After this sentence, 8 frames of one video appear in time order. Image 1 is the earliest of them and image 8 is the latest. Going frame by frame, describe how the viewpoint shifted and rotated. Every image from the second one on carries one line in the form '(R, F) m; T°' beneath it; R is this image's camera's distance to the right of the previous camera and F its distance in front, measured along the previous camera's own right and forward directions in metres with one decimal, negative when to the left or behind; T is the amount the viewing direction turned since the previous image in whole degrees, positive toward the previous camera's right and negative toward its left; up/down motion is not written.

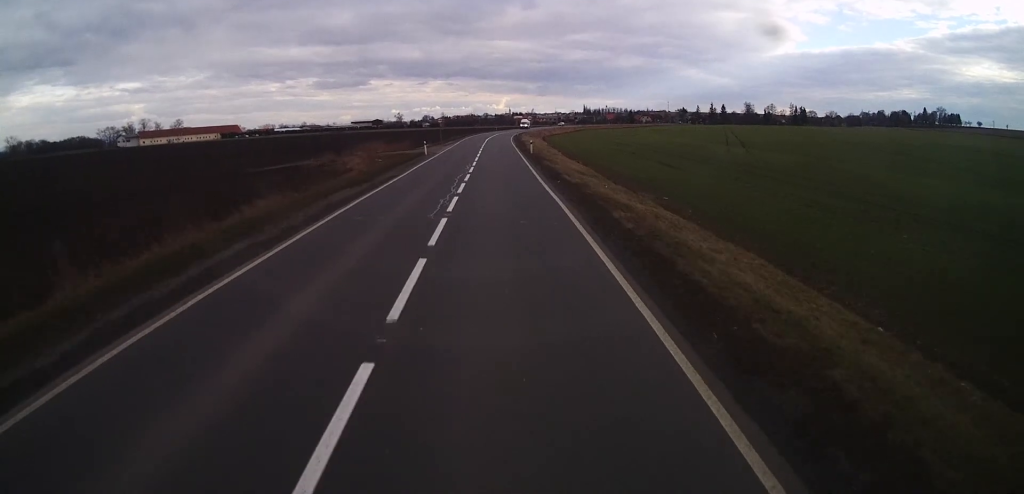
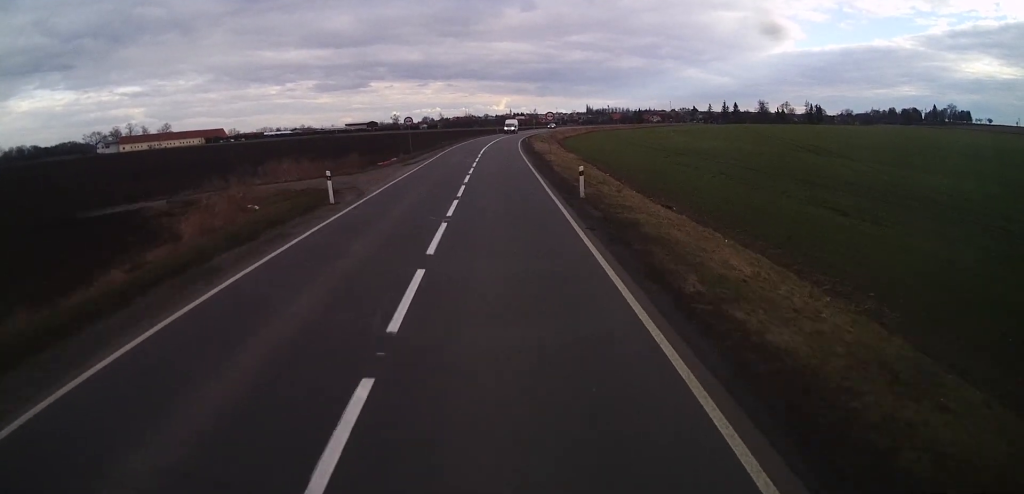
(-0.1, +27.3) m; +1°
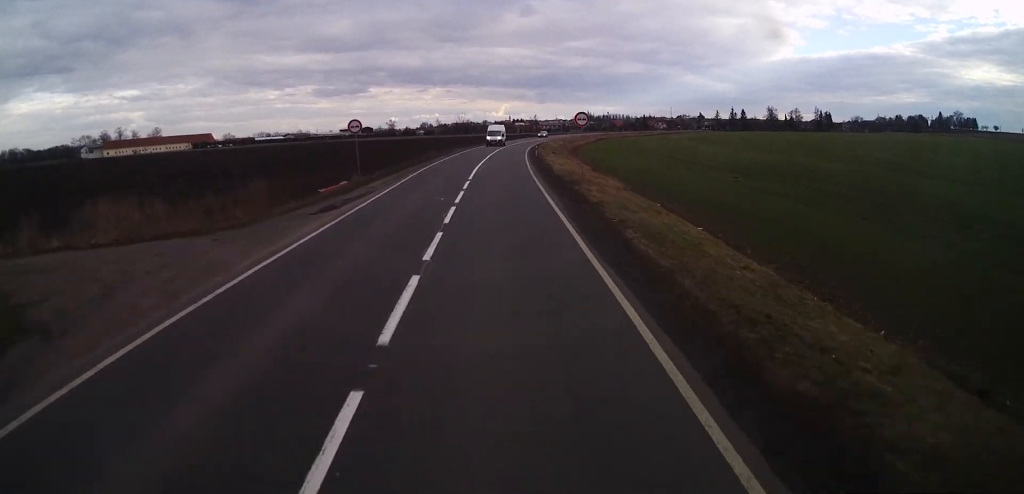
(+0.3, +18.2) m; +1°
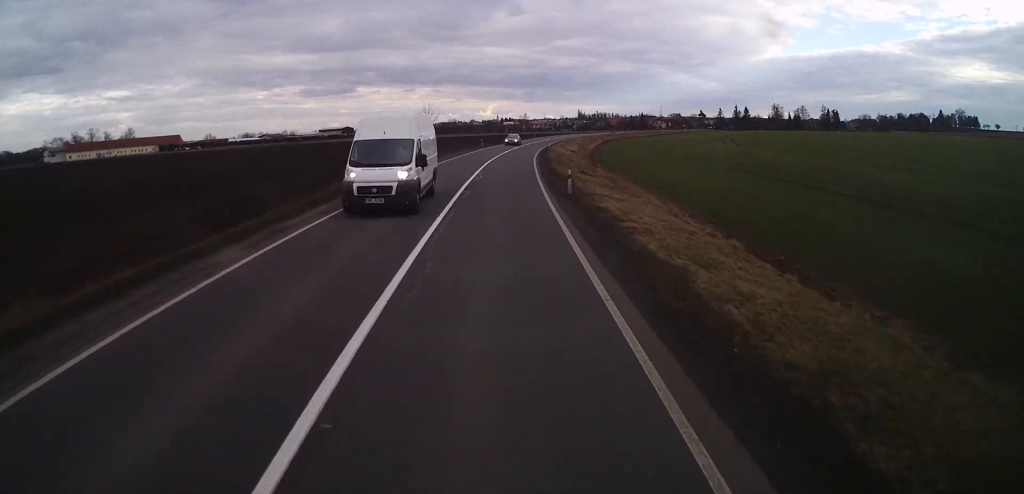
(-0.2, +29.5) m; -1°
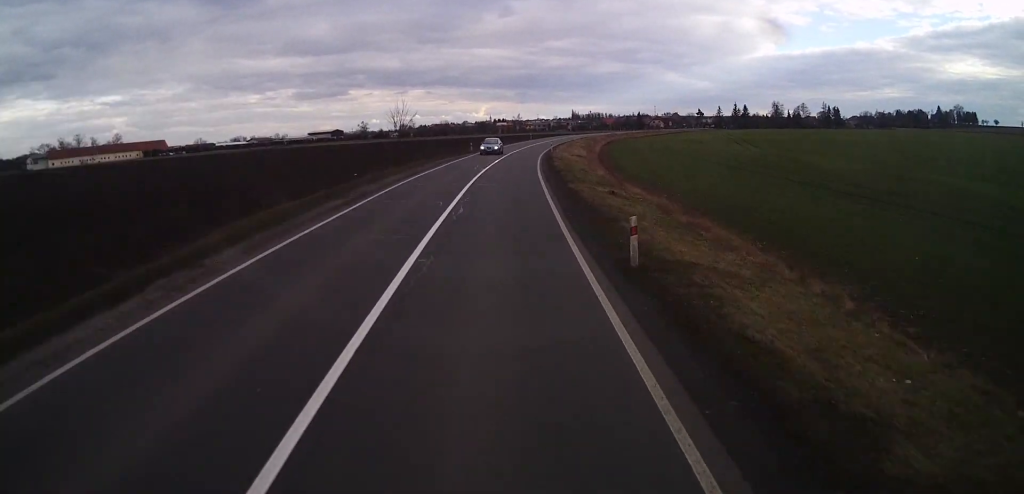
(-0.2, +11.6) m; 0°
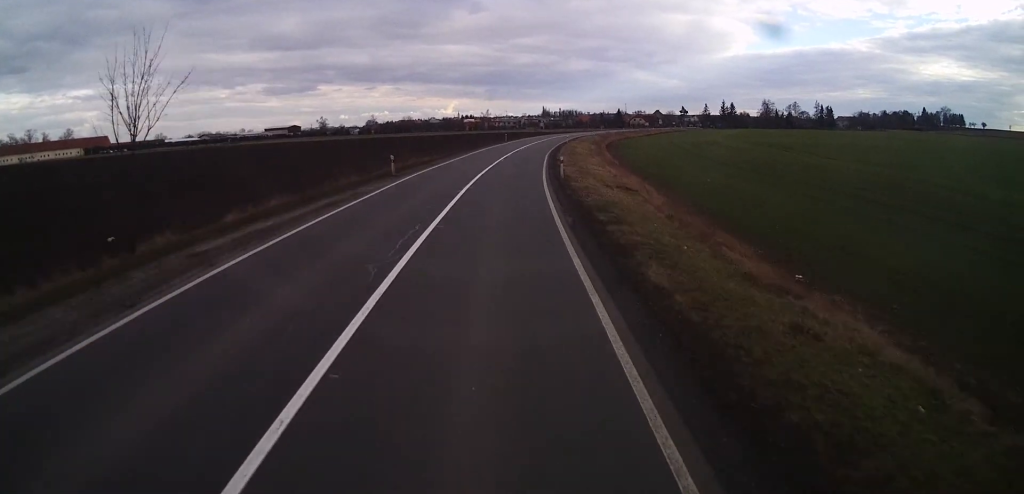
(+0.8, +32.4) m; +2°
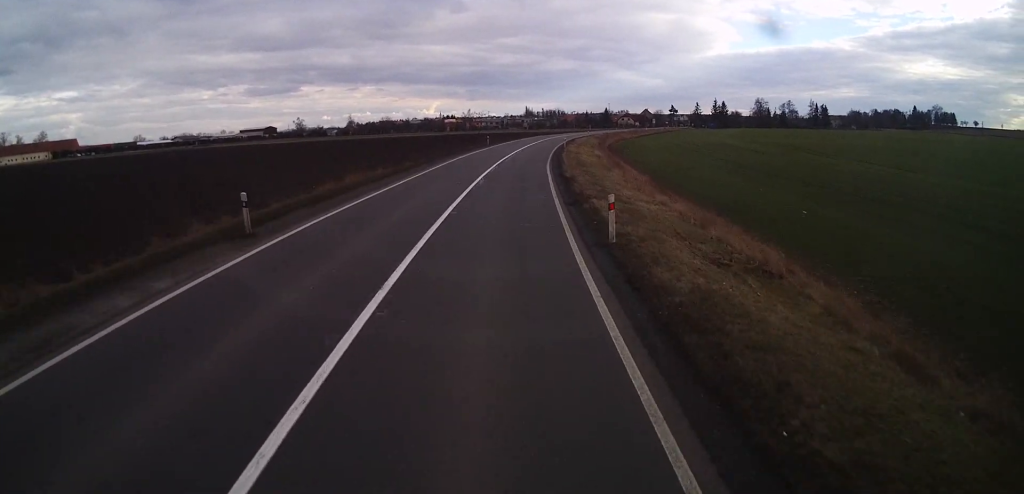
(+0.1, +16.2) m; +1°
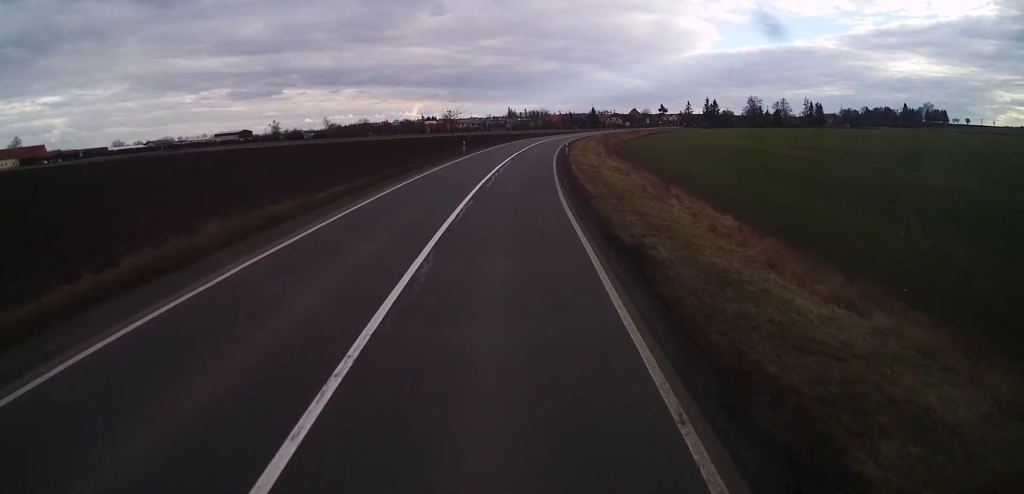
(+0.1, +16.0) m; +2°
